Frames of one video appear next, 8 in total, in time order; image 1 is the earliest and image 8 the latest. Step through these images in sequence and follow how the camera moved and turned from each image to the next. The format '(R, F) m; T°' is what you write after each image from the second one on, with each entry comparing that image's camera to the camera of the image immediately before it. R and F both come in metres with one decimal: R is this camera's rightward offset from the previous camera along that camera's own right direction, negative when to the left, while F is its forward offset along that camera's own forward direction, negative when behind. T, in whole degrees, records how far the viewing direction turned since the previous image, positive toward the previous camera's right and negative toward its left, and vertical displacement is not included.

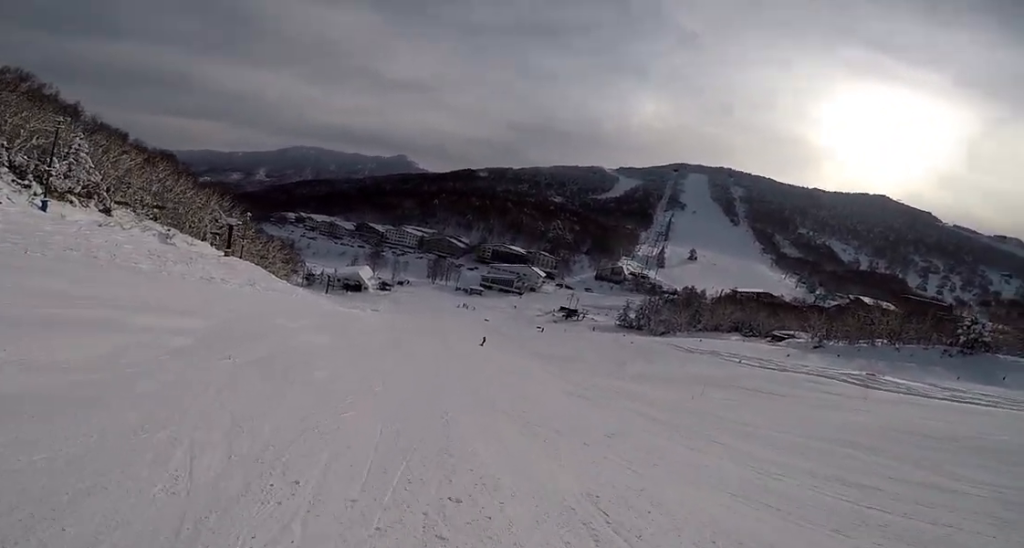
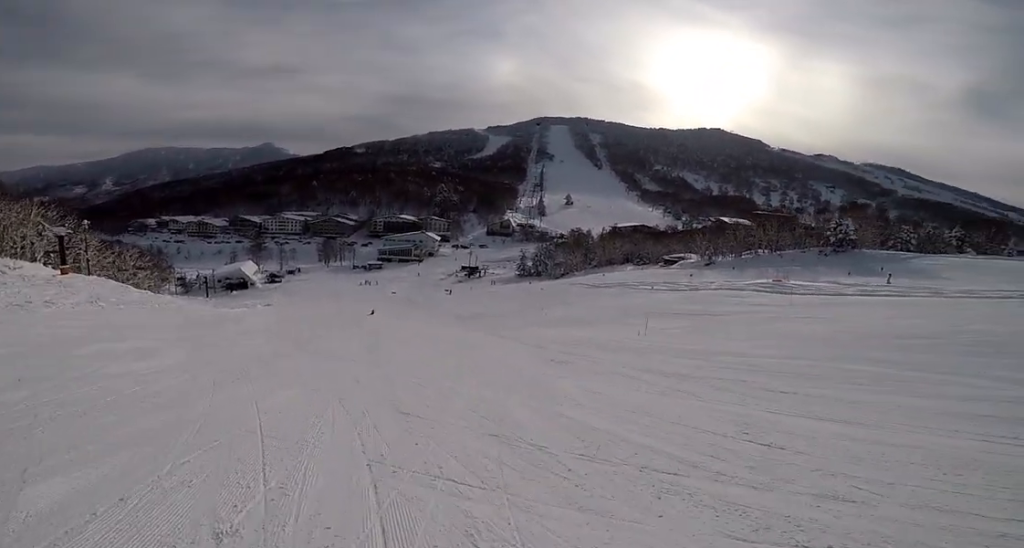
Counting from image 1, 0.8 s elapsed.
(+0.9, +7.4) m; +9°
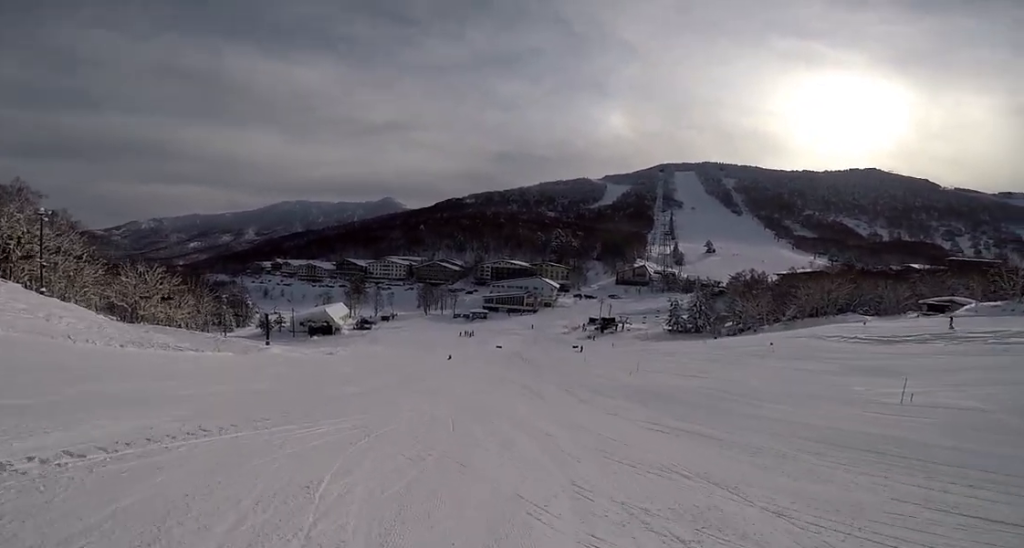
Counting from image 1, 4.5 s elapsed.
(-7.2, +36.9) m; -19°
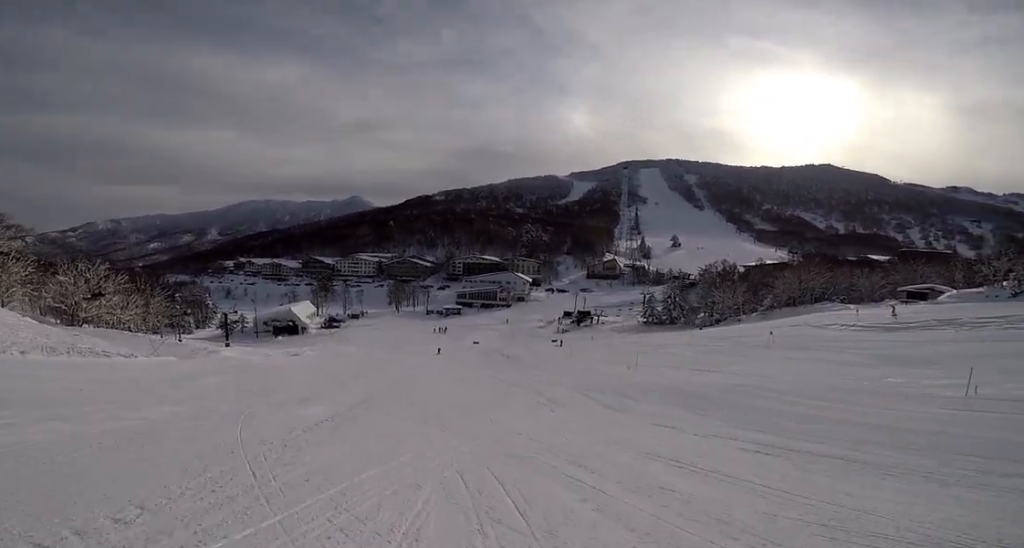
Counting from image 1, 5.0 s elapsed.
(-0.3, +5.7) m; +5°
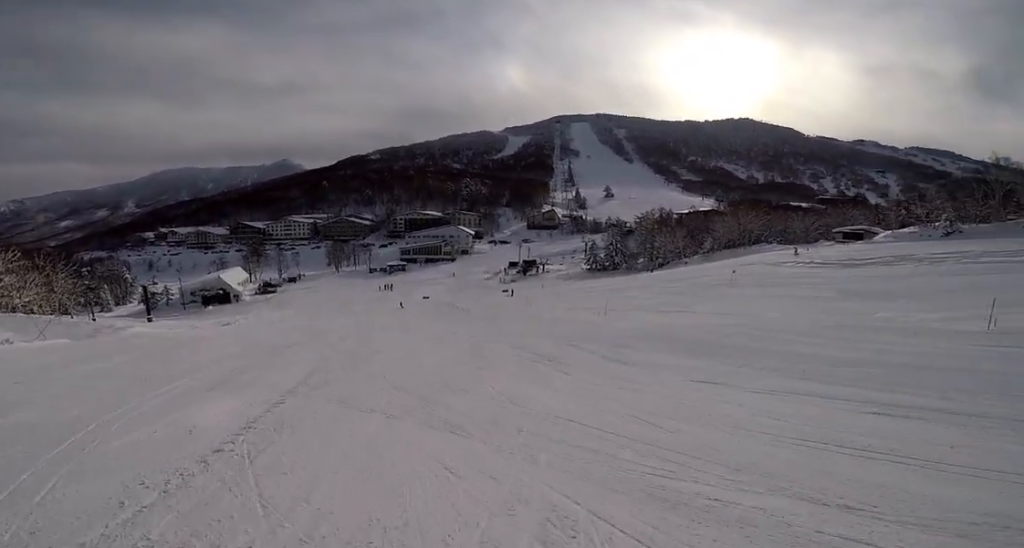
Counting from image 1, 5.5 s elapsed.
(+0.4, +4.9) m; +4°
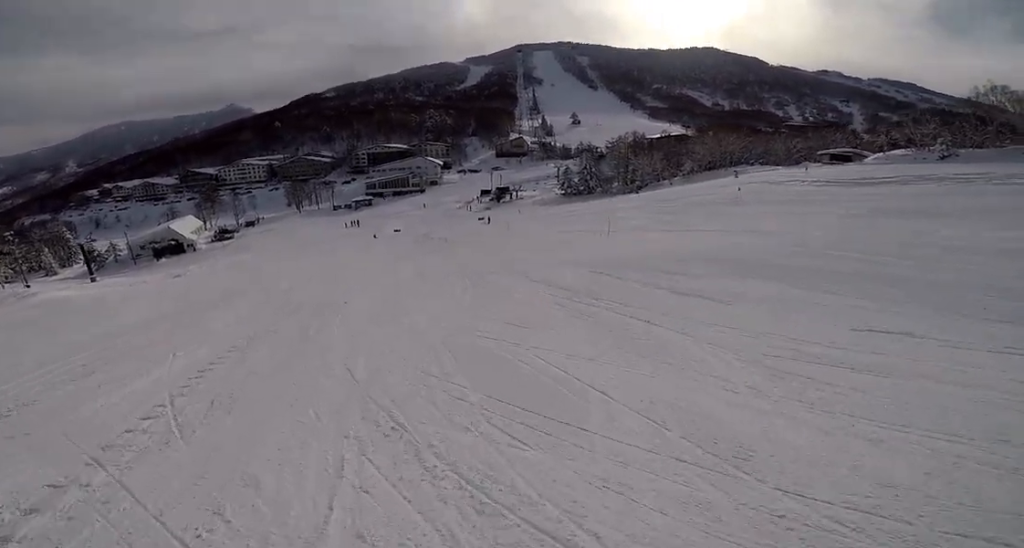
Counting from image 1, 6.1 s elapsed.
(+0.6, +5.8) m; +5°
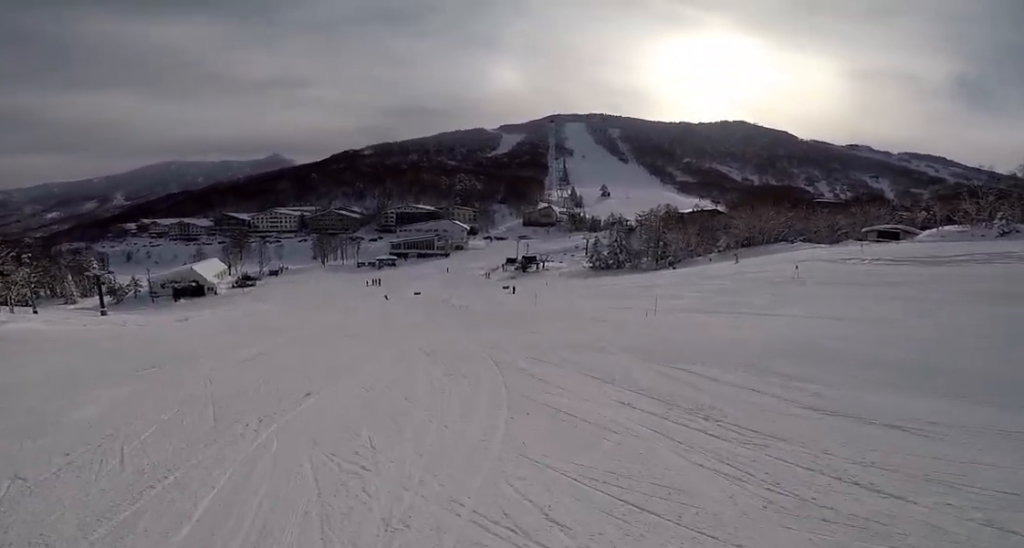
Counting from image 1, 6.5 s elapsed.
(+0.1, +4.4) m; -2°
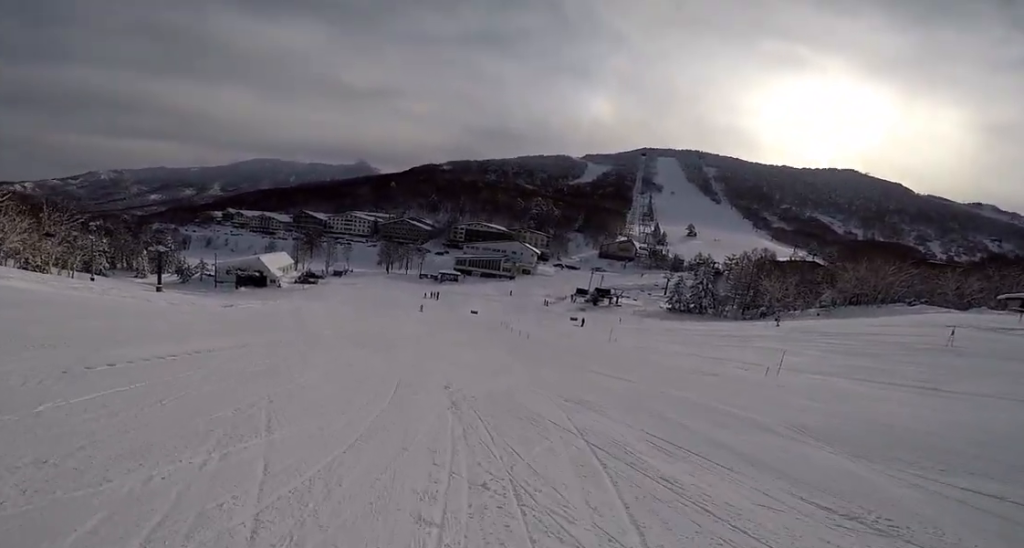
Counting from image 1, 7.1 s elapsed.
(+0.3, +5.9) m; -5°
